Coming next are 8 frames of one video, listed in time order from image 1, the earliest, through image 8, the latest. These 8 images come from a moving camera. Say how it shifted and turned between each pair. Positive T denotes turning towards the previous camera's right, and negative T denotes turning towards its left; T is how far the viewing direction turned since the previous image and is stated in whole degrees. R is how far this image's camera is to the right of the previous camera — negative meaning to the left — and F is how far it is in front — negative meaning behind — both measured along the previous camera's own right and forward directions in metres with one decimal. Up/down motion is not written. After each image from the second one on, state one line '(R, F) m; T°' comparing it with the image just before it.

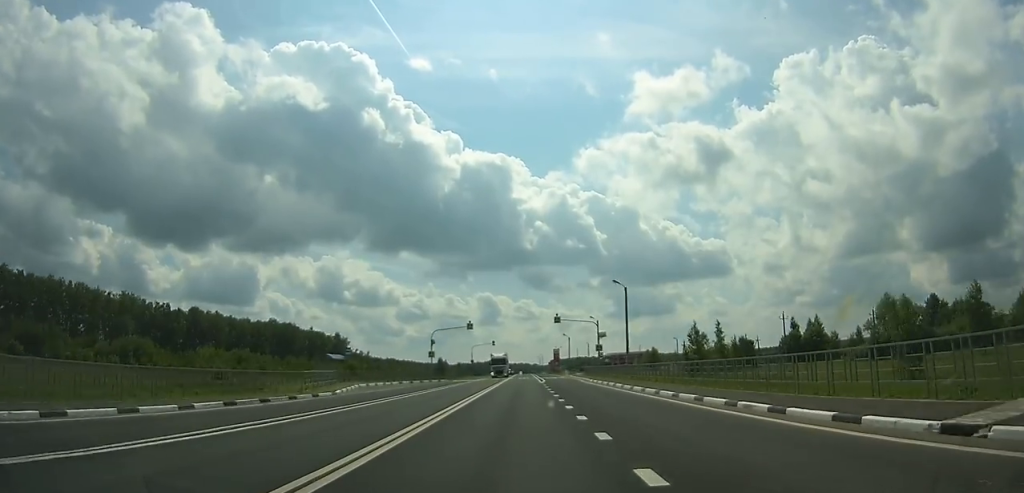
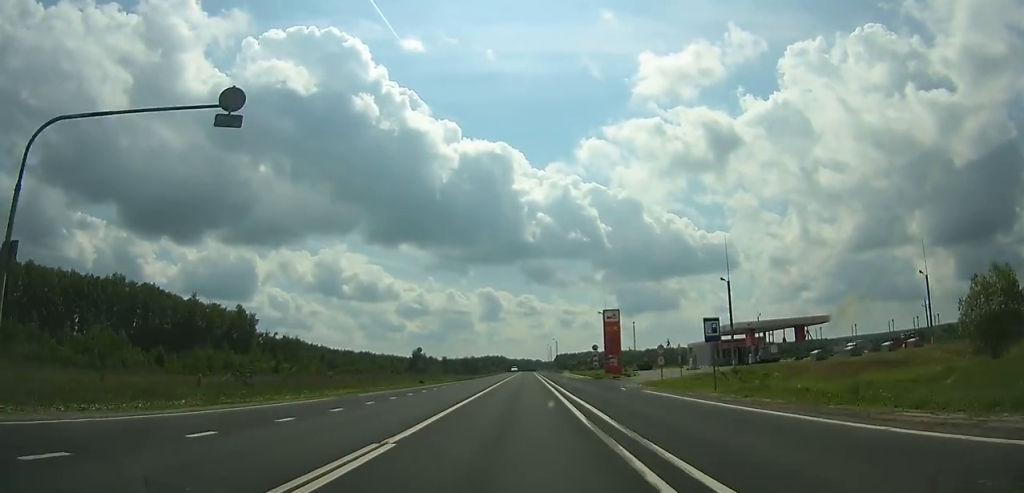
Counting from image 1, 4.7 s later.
(0.0, +118.9) m; 0°
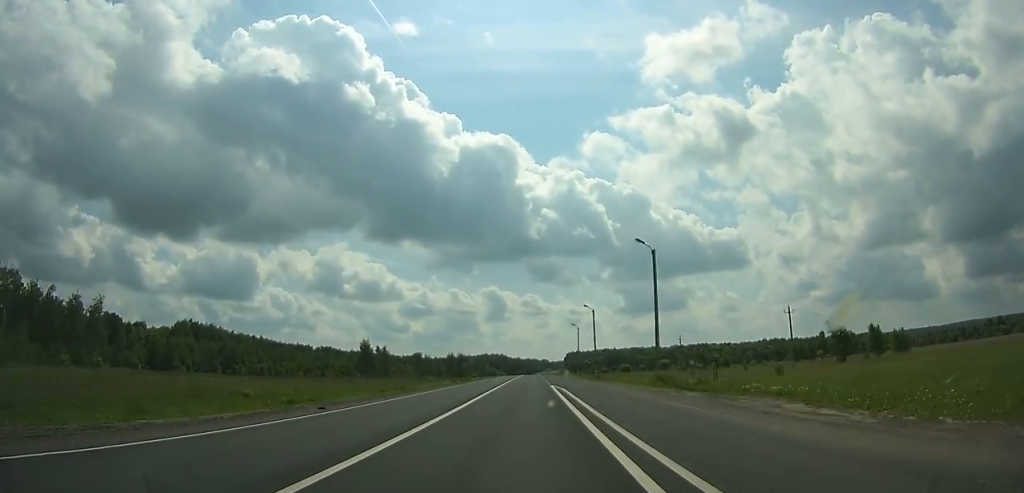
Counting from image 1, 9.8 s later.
(-0.5, +127.6) m; 0°
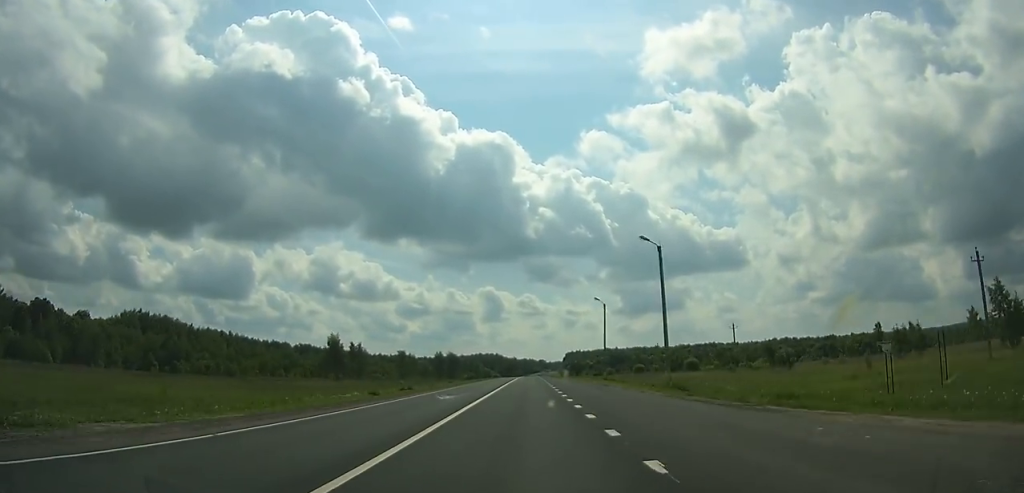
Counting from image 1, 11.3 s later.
(+0.1, +38.2) m; 0°
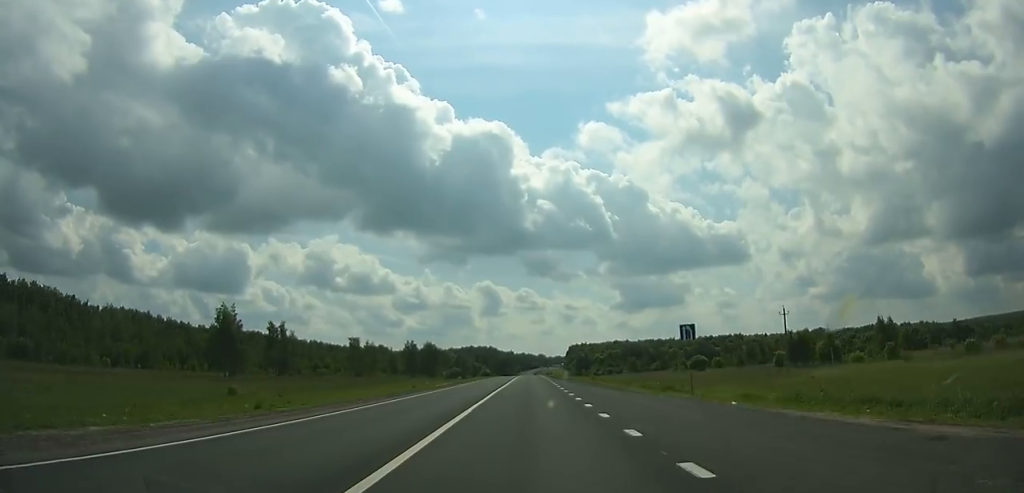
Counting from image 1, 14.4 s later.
(+0.1, +79.5) m; 0°
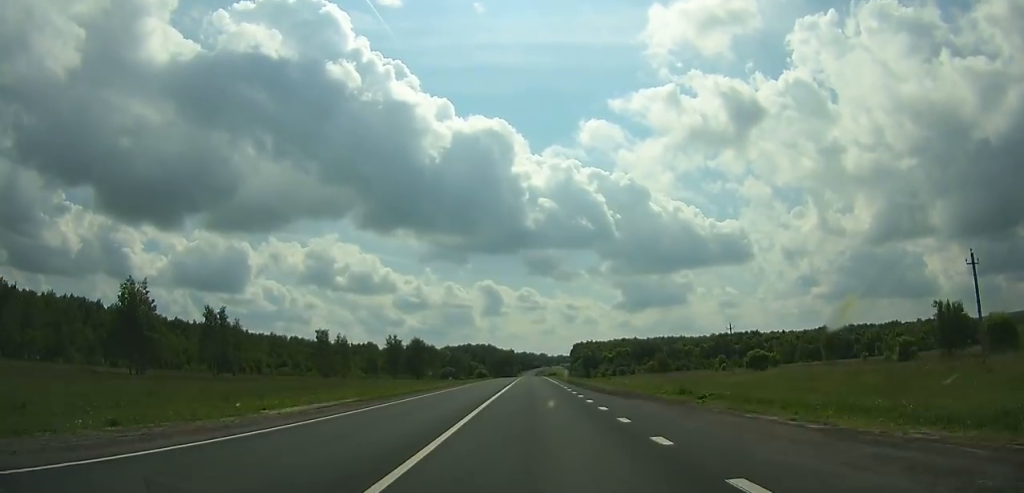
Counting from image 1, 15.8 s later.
(0.0, +36.2) m; 0°
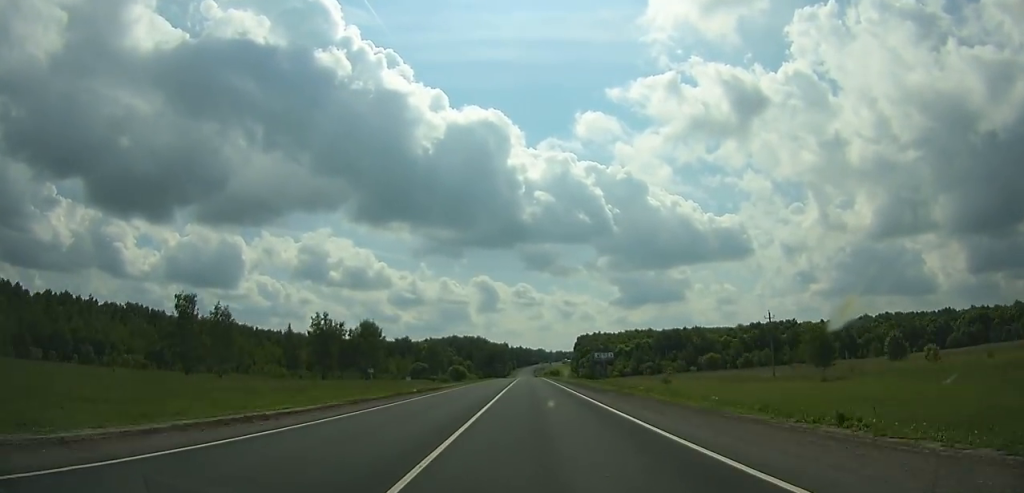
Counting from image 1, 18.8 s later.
(+0.1, +78.1) m; 0°
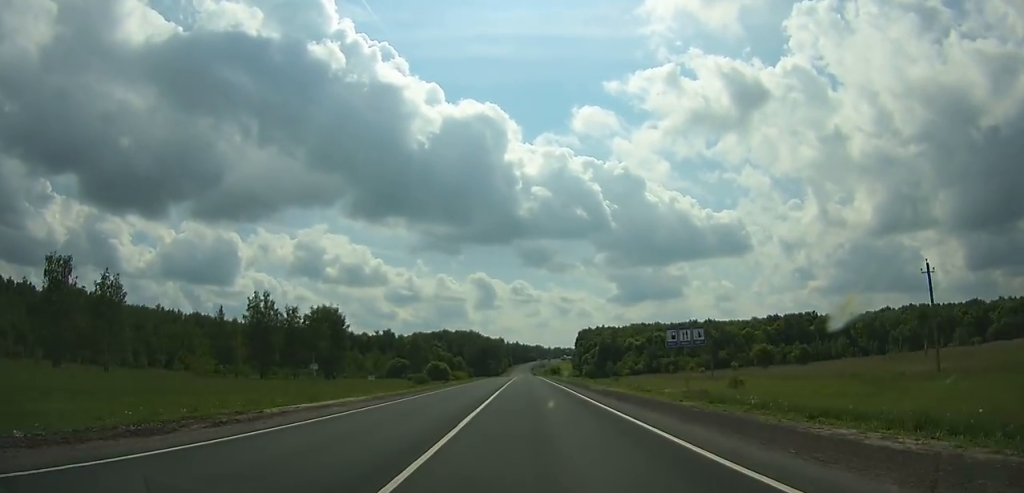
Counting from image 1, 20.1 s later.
(0.0, +33.9) m; 0°
